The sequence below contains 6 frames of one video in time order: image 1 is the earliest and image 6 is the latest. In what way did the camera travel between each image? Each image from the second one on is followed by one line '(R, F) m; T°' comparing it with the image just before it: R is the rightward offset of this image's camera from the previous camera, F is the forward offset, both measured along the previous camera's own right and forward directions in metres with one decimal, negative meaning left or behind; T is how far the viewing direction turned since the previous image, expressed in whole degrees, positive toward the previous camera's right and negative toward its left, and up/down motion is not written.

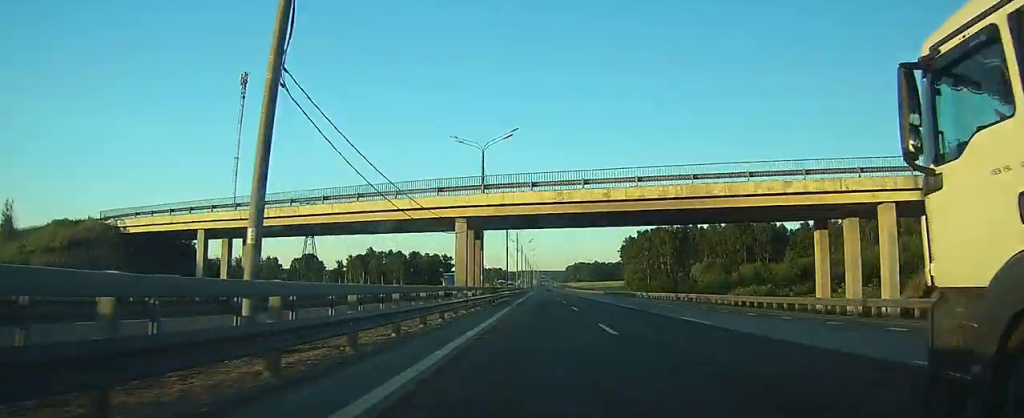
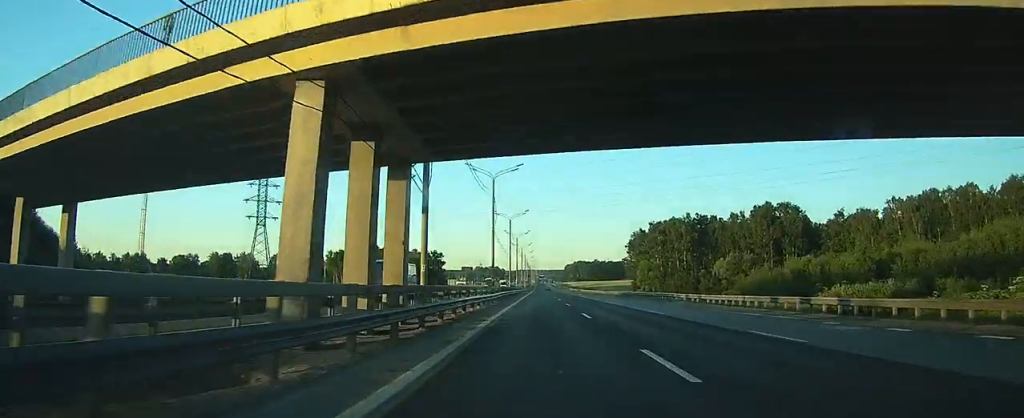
(0.0, +24.2) m; 0°
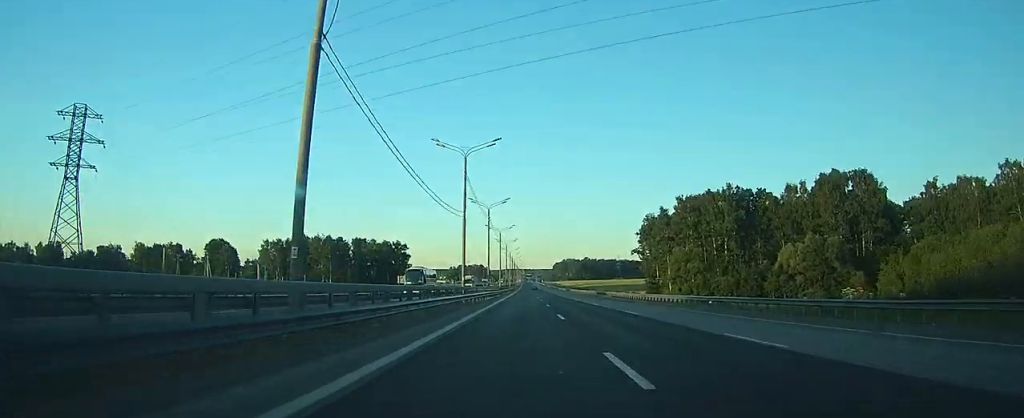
(+0.2, +48.4) m; +1°
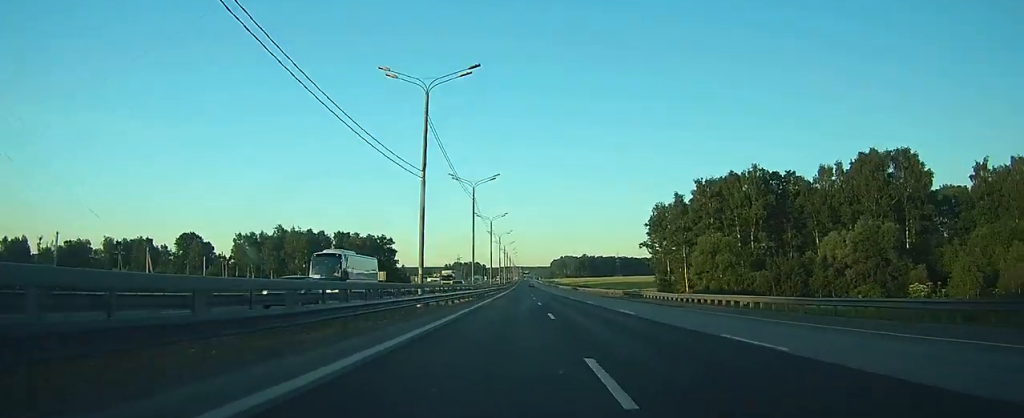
(+0.1, +17.2) m; 0°
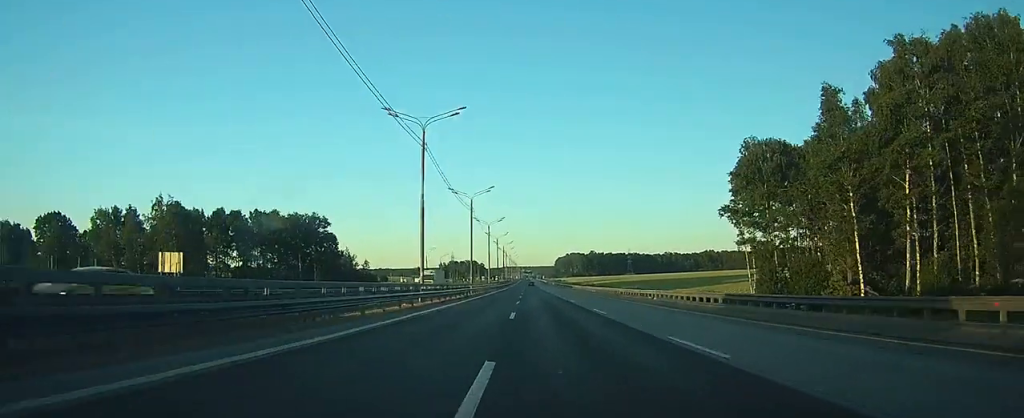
(+0.1, +64.8) m; 0°
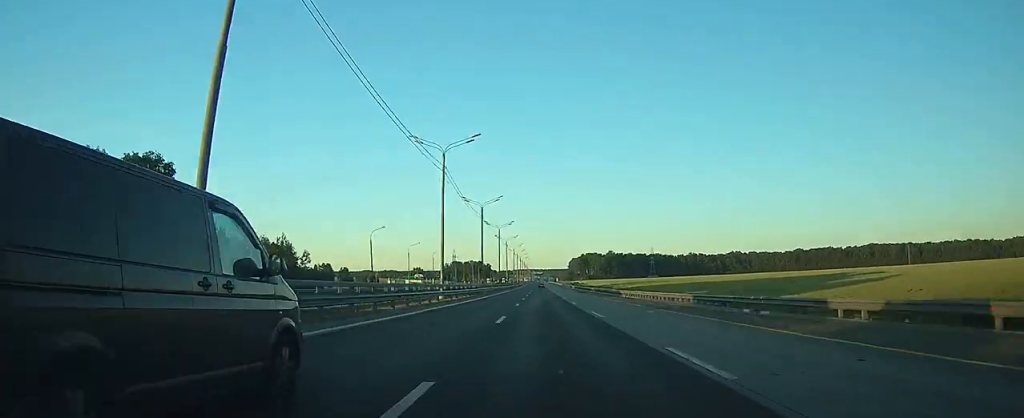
(0.0, +66.6) m; 0°
